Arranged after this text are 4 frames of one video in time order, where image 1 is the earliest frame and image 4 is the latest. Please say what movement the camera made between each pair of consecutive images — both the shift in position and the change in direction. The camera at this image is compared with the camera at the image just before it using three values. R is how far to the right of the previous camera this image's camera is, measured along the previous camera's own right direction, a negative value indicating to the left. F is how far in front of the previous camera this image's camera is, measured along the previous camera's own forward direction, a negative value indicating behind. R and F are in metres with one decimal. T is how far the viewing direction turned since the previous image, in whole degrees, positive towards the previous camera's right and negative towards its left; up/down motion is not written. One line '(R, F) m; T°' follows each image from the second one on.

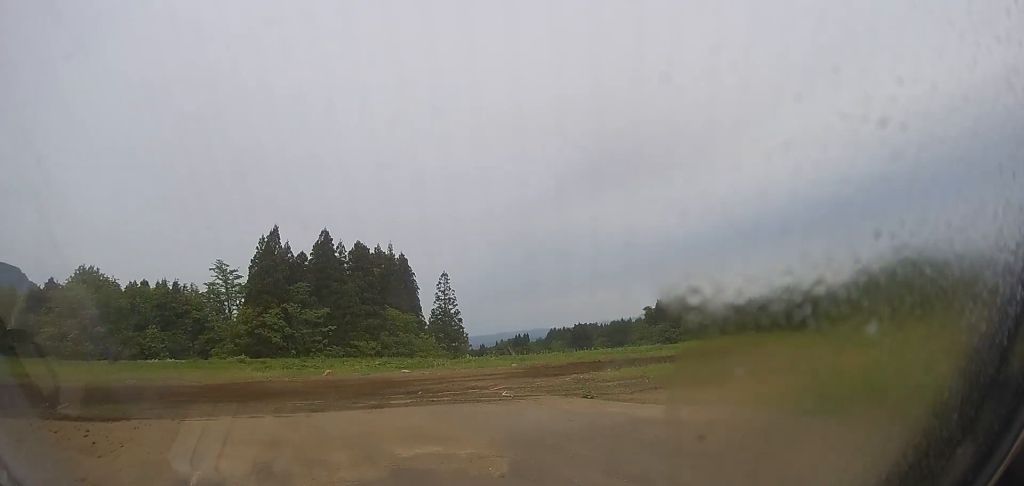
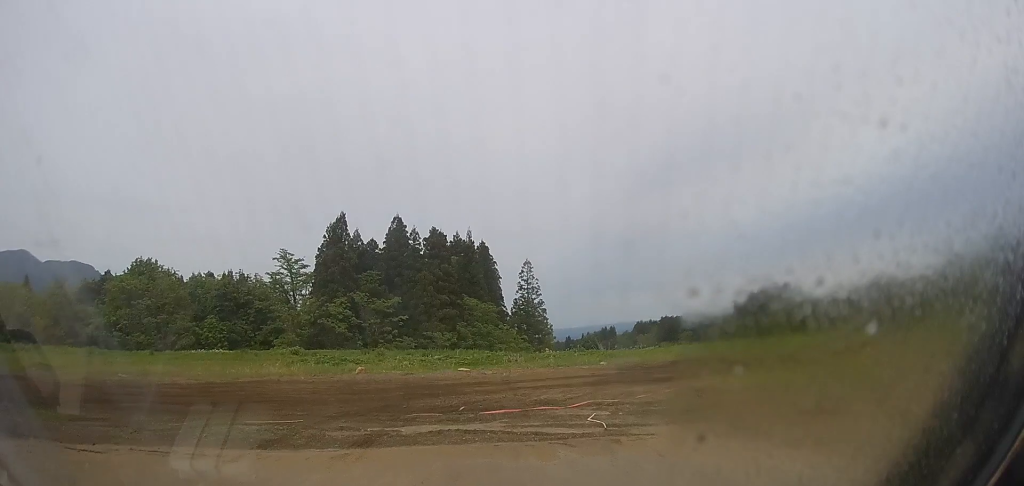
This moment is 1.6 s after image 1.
(-0.7, +5.7) m; -10°
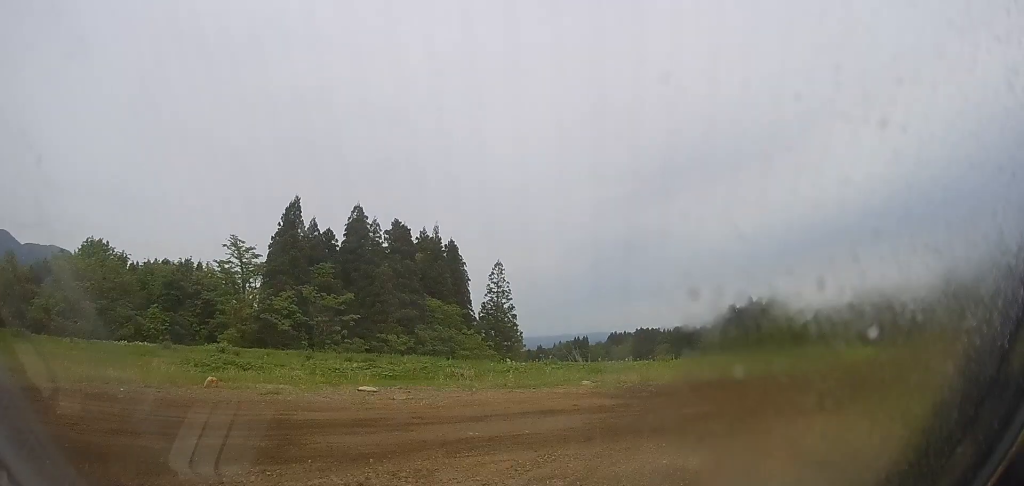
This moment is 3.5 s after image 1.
(+0.2, +8.7) m; +11°
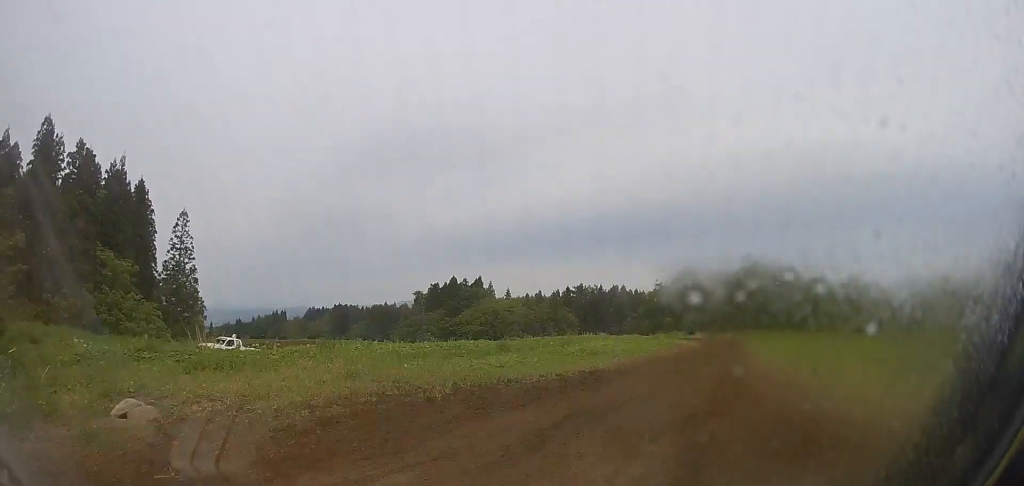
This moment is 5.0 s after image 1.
(+2.3, +9.4) m; +25°
